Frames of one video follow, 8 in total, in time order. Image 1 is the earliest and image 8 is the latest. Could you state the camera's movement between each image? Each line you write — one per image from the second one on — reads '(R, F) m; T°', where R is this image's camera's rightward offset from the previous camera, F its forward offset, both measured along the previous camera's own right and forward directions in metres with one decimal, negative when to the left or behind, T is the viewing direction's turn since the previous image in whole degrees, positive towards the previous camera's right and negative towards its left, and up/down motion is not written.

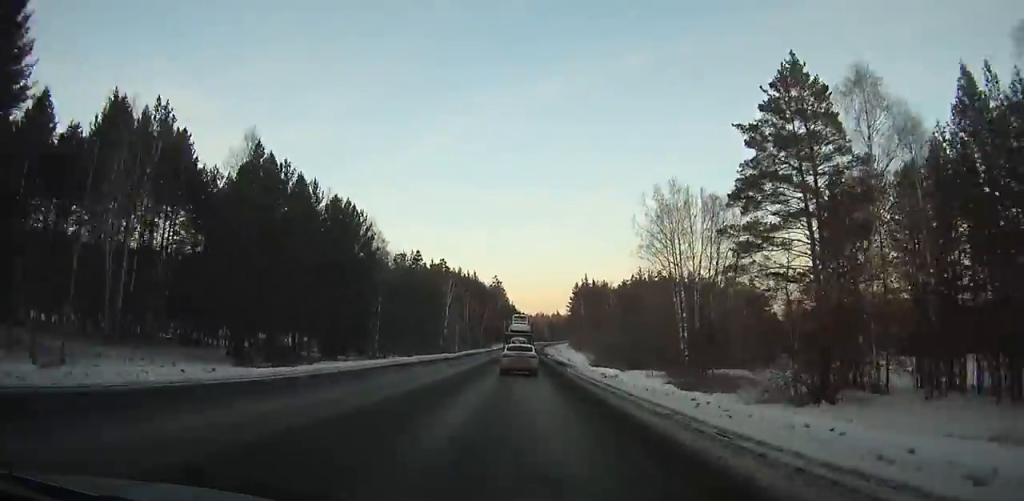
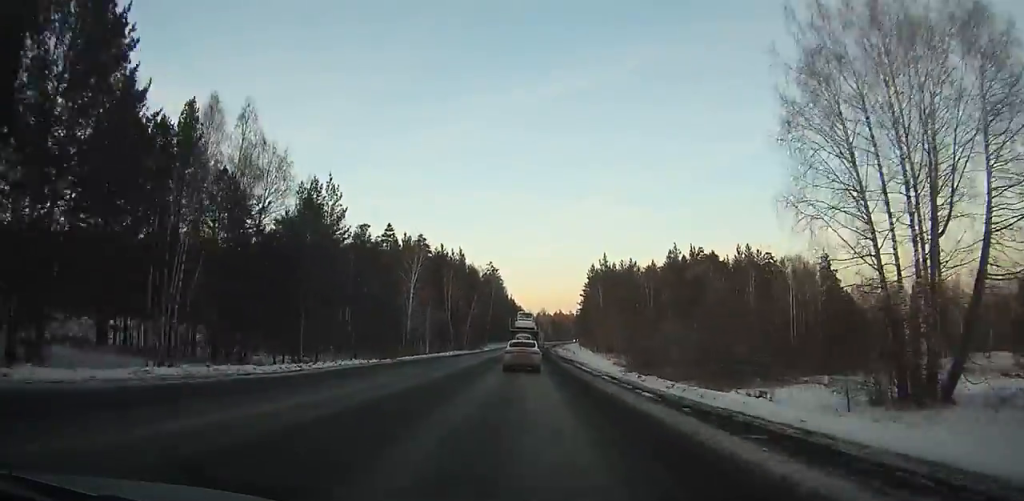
(-11.0, +37.8) m; +10°
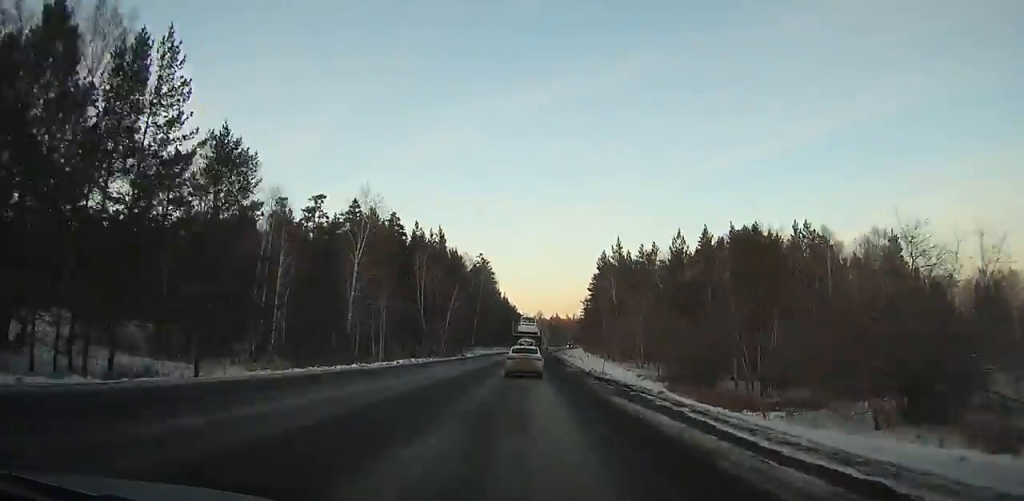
(+13.2, +31.0) m; +7°
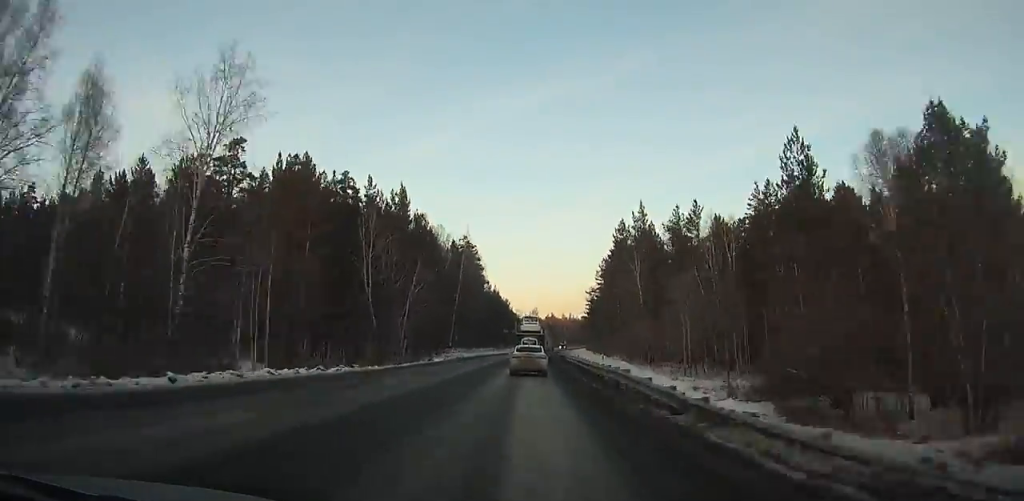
(+10.1, +34.8) m; +7°
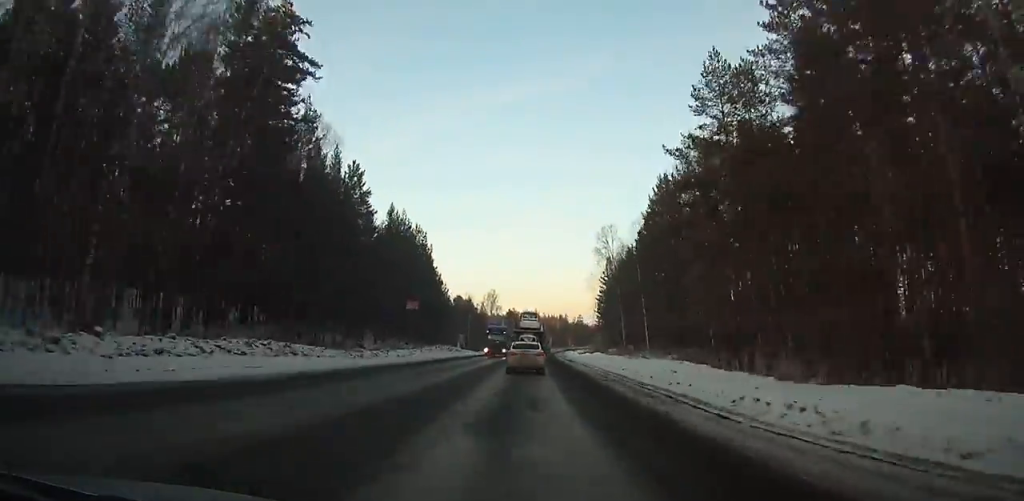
(-16.3, +120.2) m; -7°
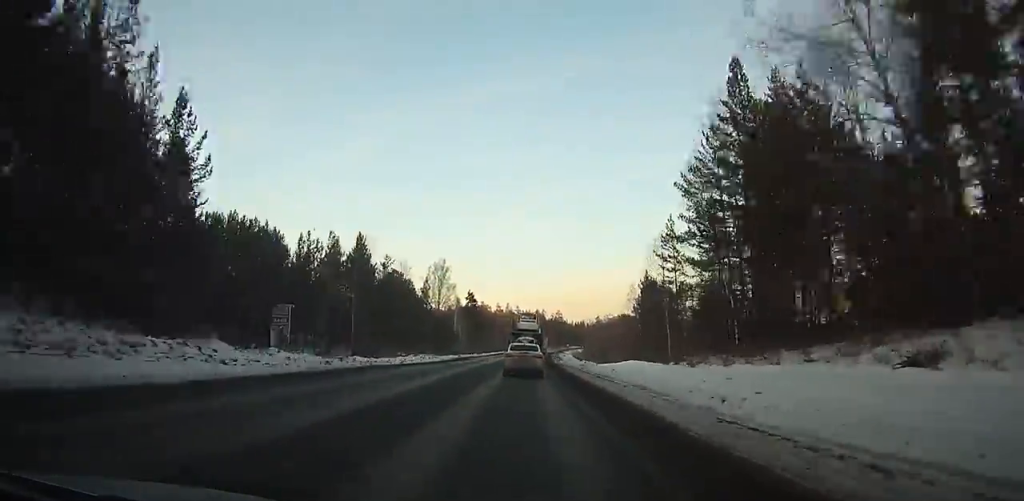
(+1.5, +84.7) m; +3°
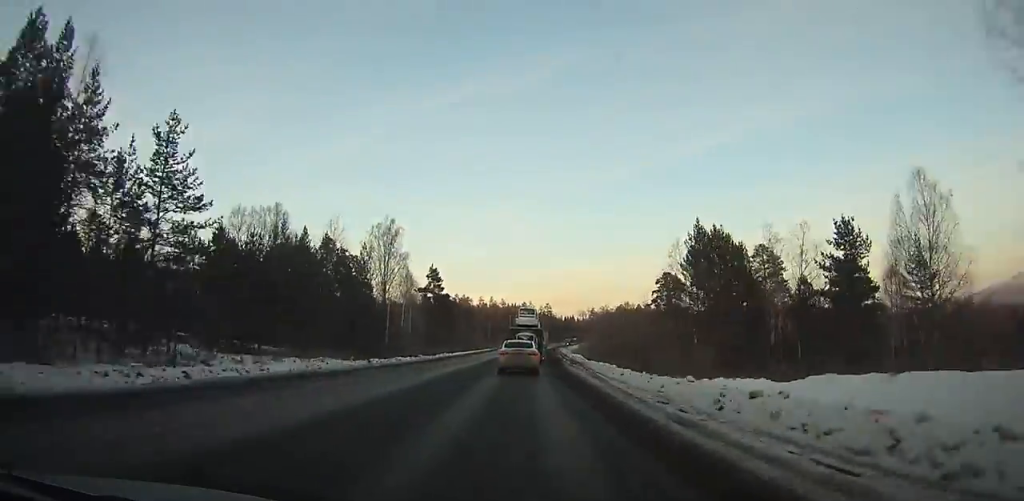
(+0.8, +45.6) m; +2°
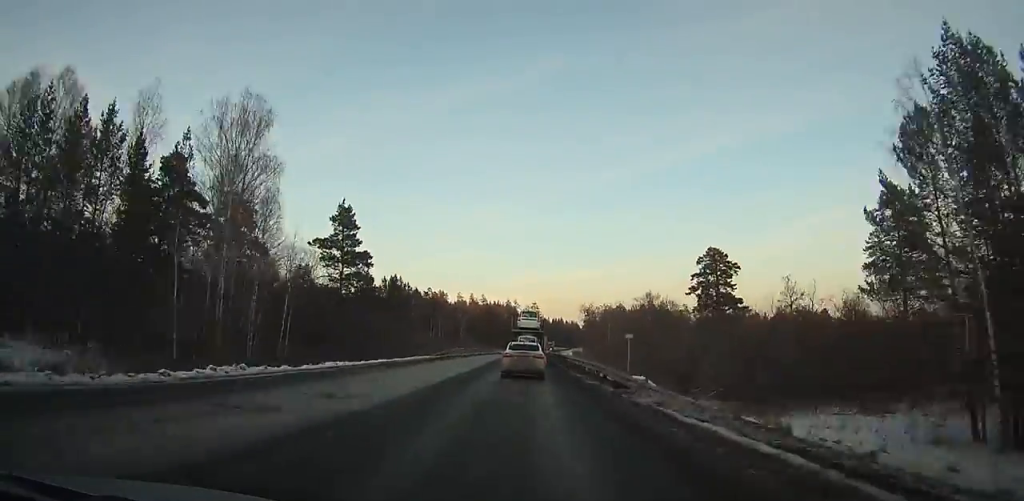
(+0.8, +52.5) m; +2°
